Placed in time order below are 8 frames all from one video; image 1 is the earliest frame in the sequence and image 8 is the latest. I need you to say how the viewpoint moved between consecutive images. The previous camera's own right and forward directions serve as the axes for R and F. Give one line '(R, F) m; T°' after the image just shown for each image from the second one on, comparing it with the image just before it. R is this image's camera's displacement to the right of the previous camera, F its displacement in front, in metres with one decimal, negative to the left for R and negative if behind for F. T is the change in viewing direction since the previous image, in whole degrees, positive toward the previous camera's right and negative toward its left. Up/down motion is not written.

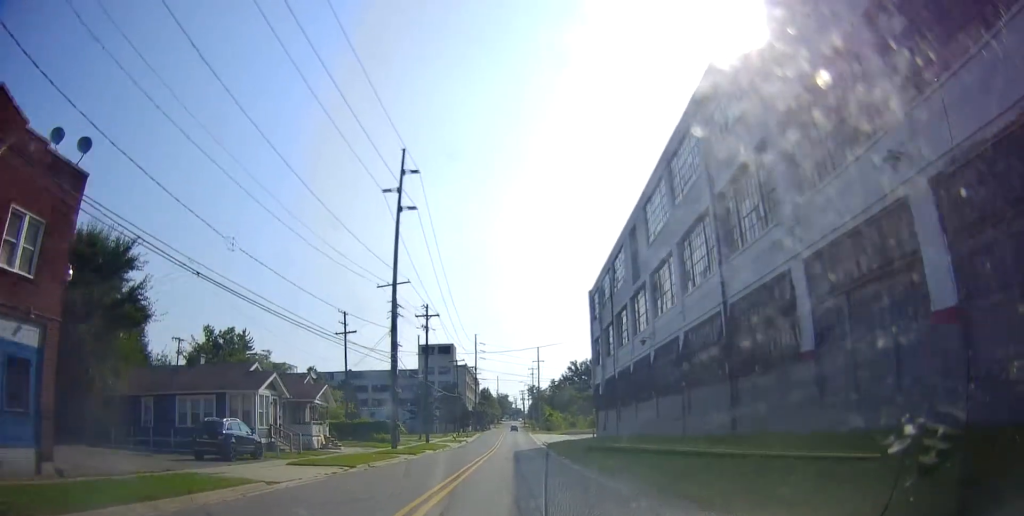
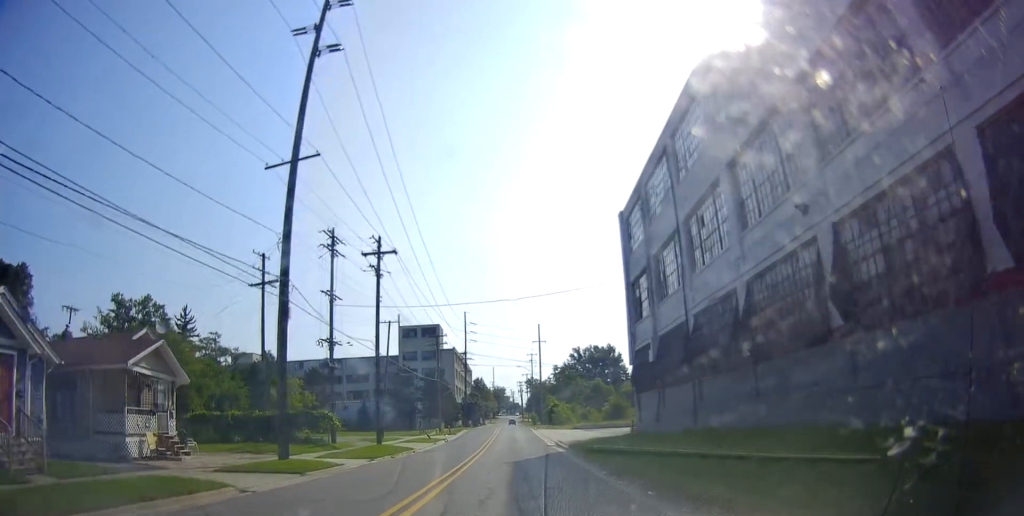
(+0.3, +21.0) m; +1°
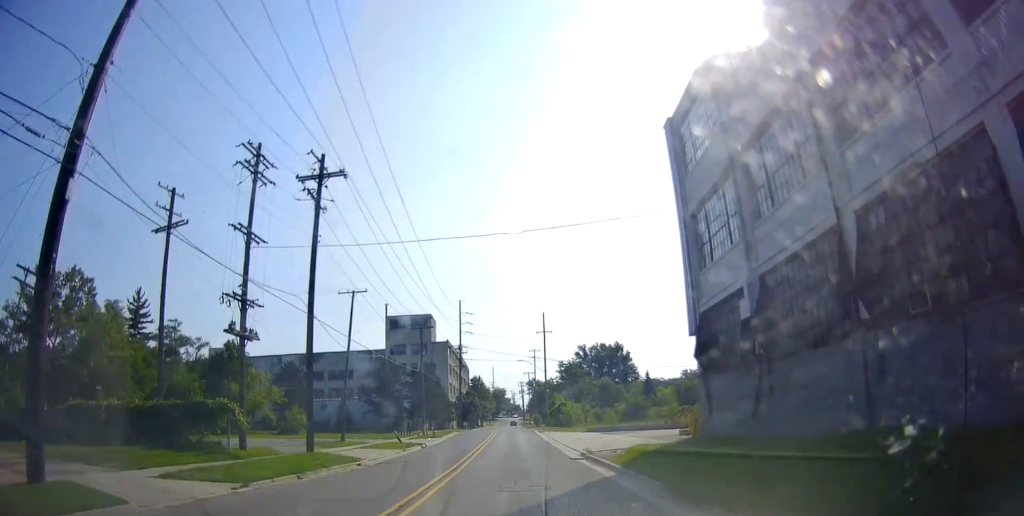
(0.0, +13.7) m; -1°
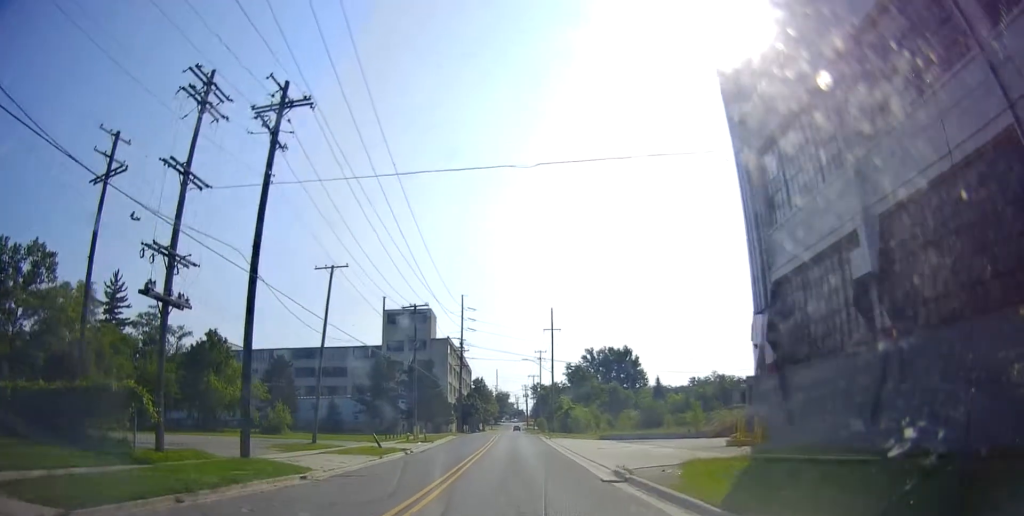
(+0.1, +6.9) m; -1°
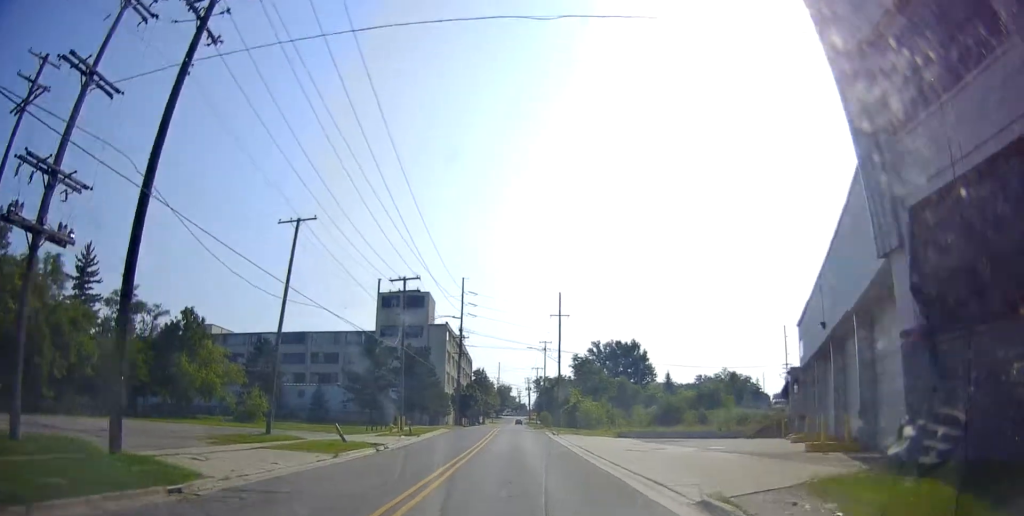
(-0.3, +7.3) m; +1°
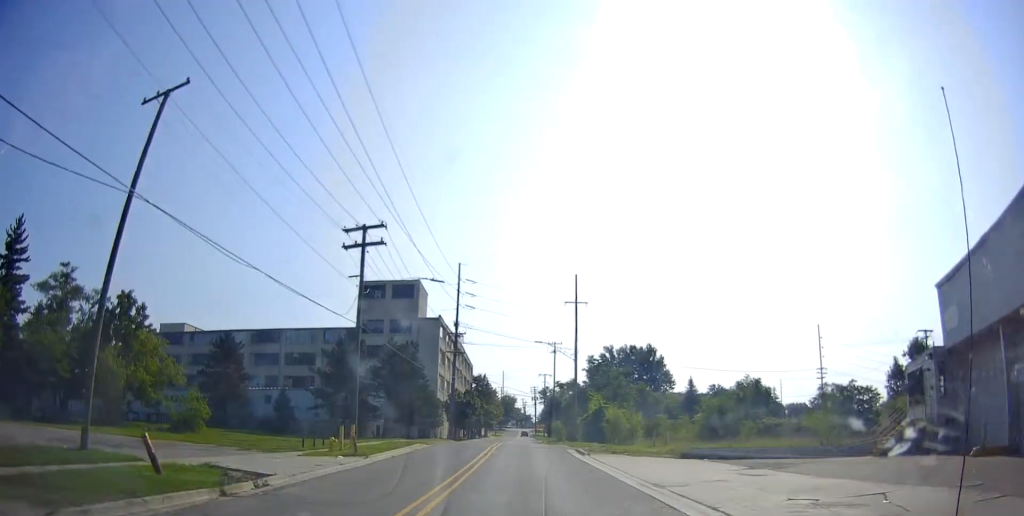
(+0.7, +14.4) m; +1°
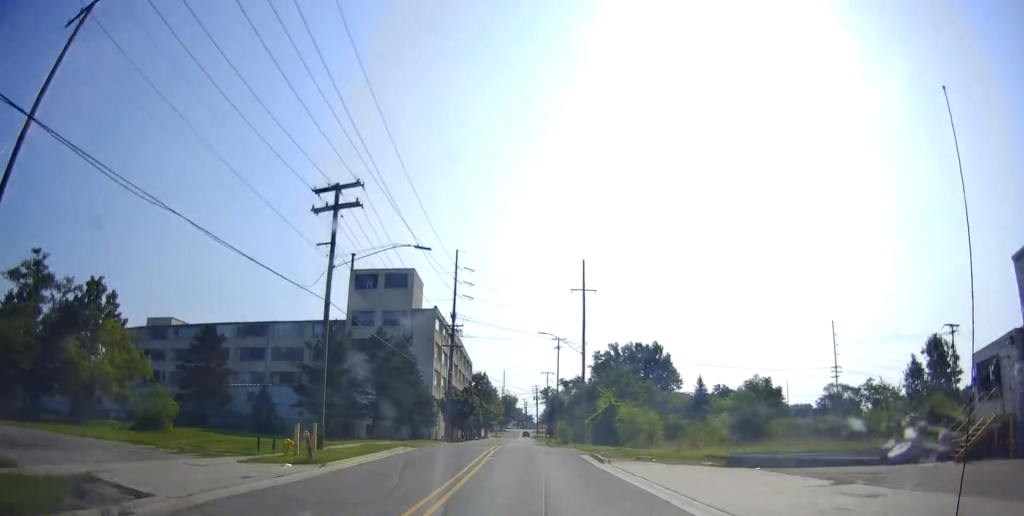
(-0.1, +5.6) m; -1°
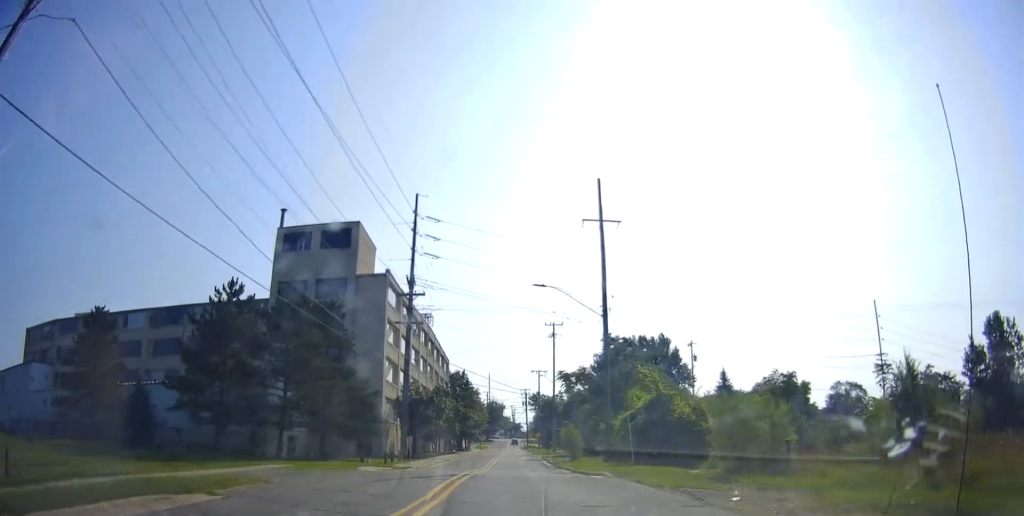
(-0.5, +20.1) m; -2°
